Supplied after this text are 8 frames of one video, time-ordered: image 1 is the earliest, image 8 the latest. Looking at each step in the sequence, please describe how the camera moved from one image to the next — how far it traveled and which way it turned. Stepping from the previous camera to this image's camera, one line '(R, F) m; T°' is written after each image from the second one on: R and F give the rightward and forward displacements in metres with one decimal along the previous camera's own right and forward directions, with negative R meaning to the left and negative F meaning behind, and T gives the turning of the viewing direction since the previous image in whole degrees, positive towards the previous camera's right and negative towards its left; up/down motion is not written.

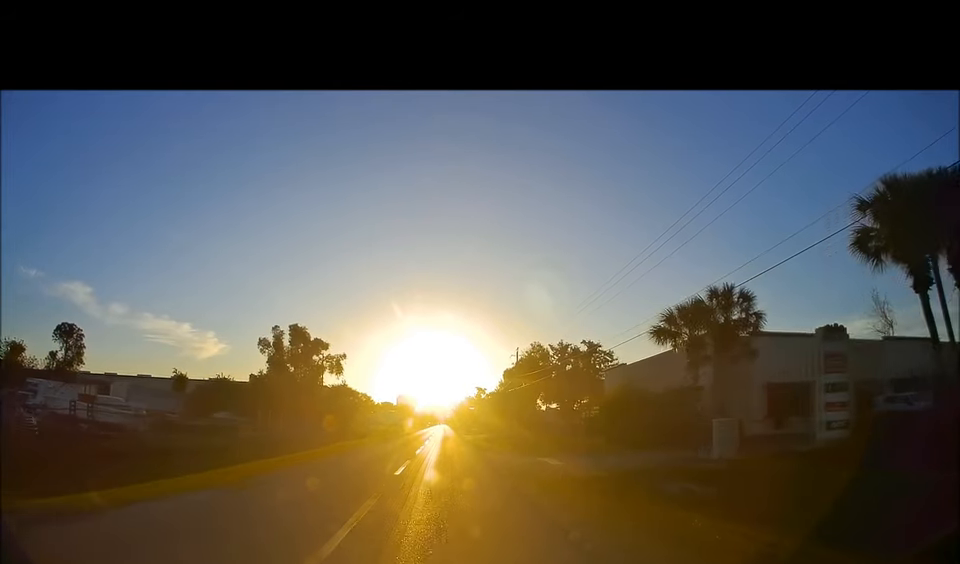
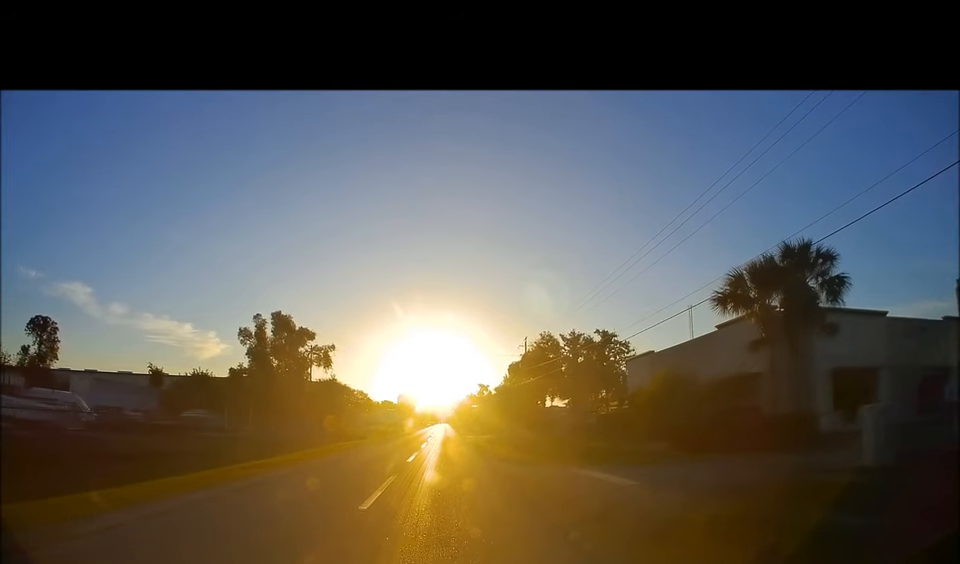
(-0.2, +6.9) m; -1°
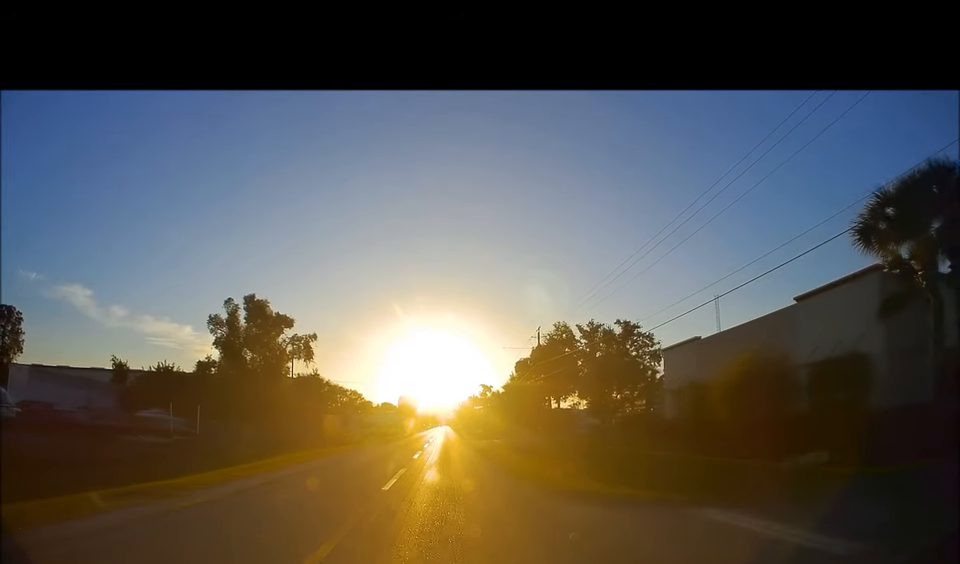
(-0.2, +8.4) m; 0°
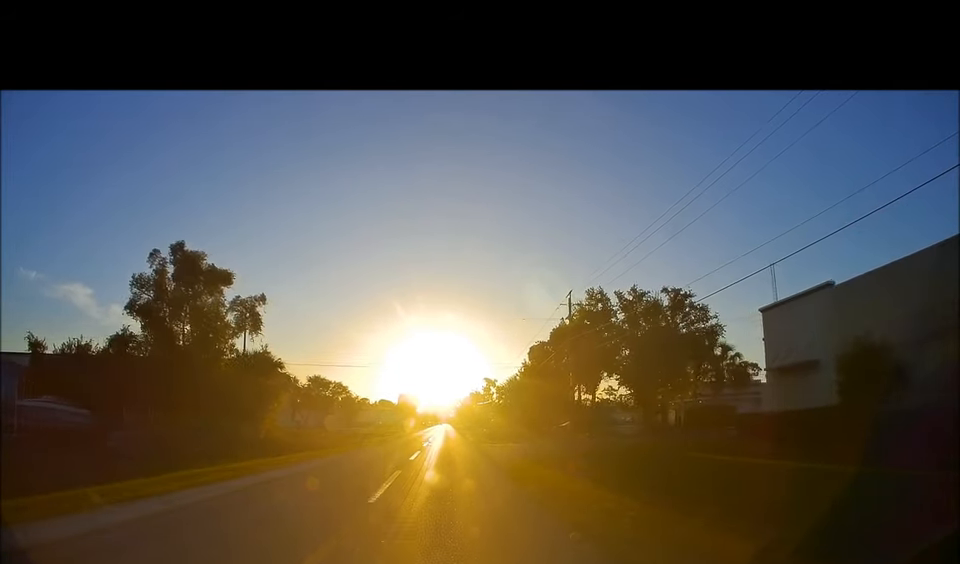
(+0.6, +14.4) m; +1°
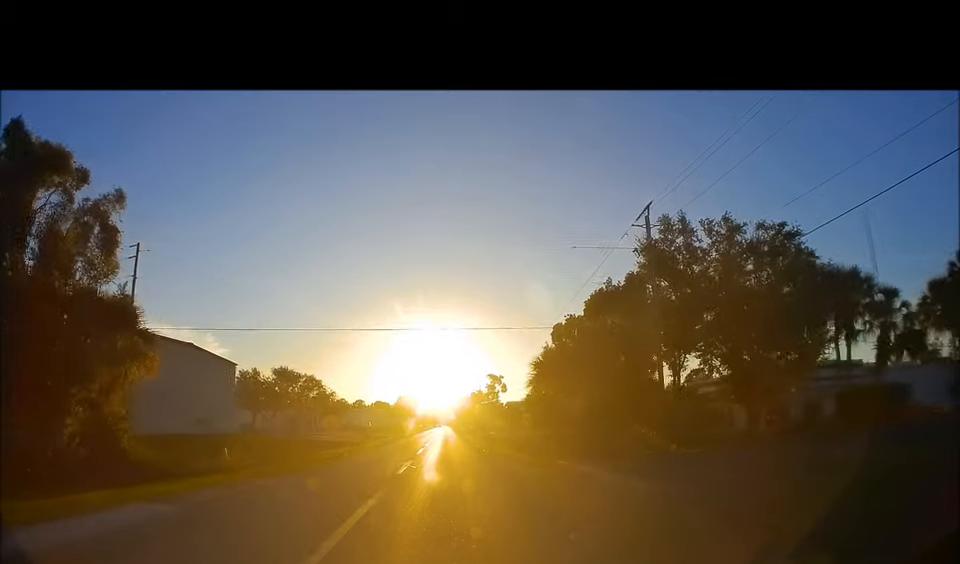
(-0.6, +17.5) m; -2°
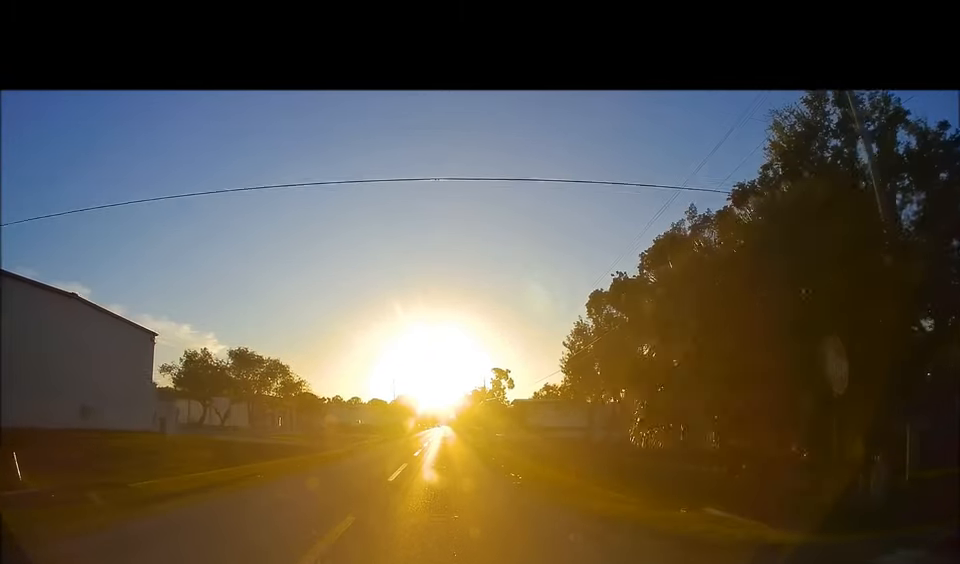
(+0.4, +15.0) m; 0°
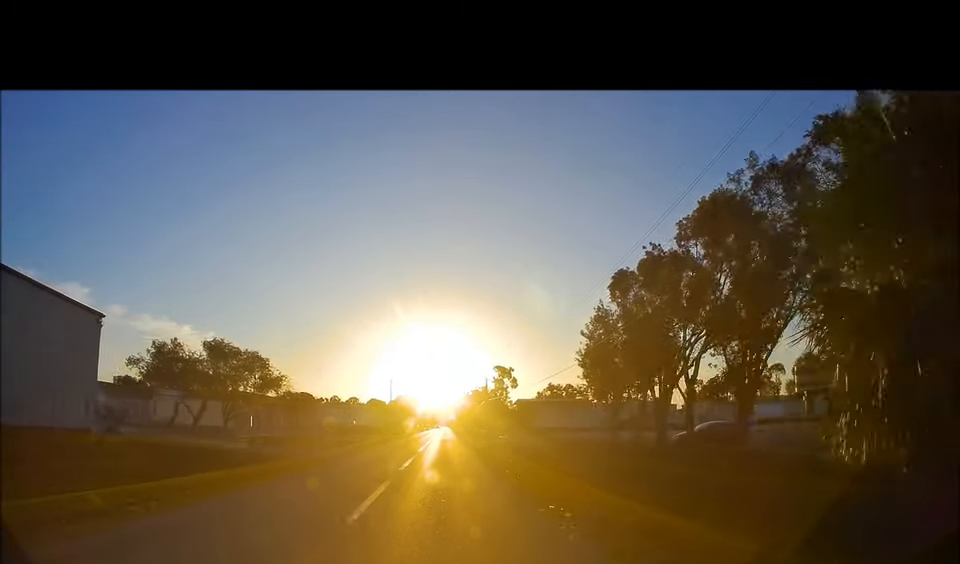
(-0.3, +6.4) m; 0°
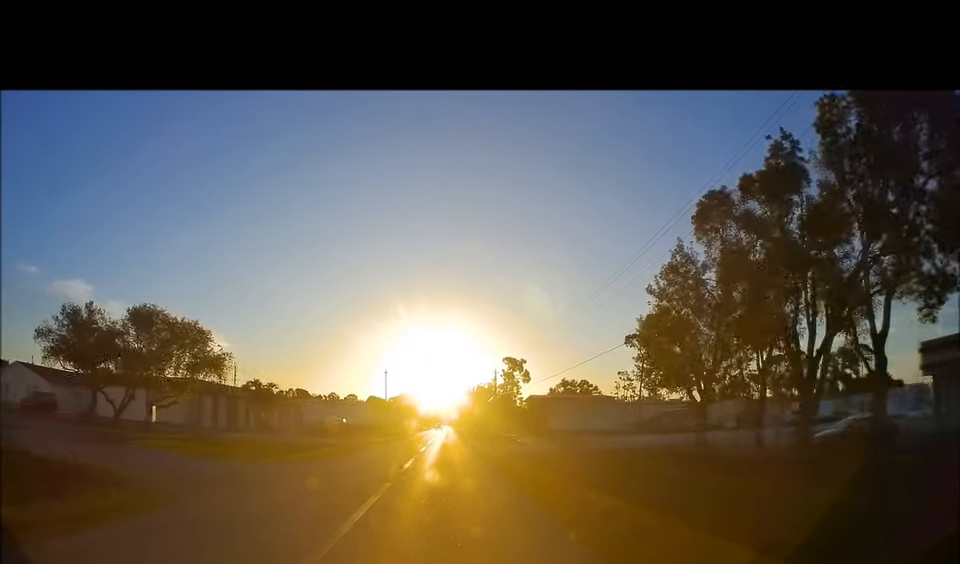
(+0.2, +13.4) m; 0°
